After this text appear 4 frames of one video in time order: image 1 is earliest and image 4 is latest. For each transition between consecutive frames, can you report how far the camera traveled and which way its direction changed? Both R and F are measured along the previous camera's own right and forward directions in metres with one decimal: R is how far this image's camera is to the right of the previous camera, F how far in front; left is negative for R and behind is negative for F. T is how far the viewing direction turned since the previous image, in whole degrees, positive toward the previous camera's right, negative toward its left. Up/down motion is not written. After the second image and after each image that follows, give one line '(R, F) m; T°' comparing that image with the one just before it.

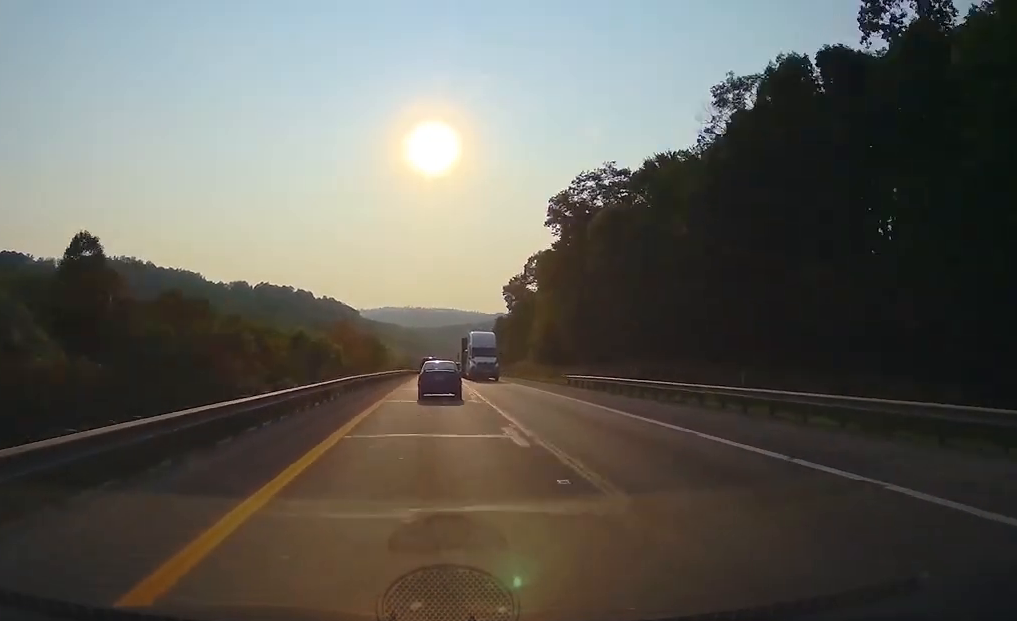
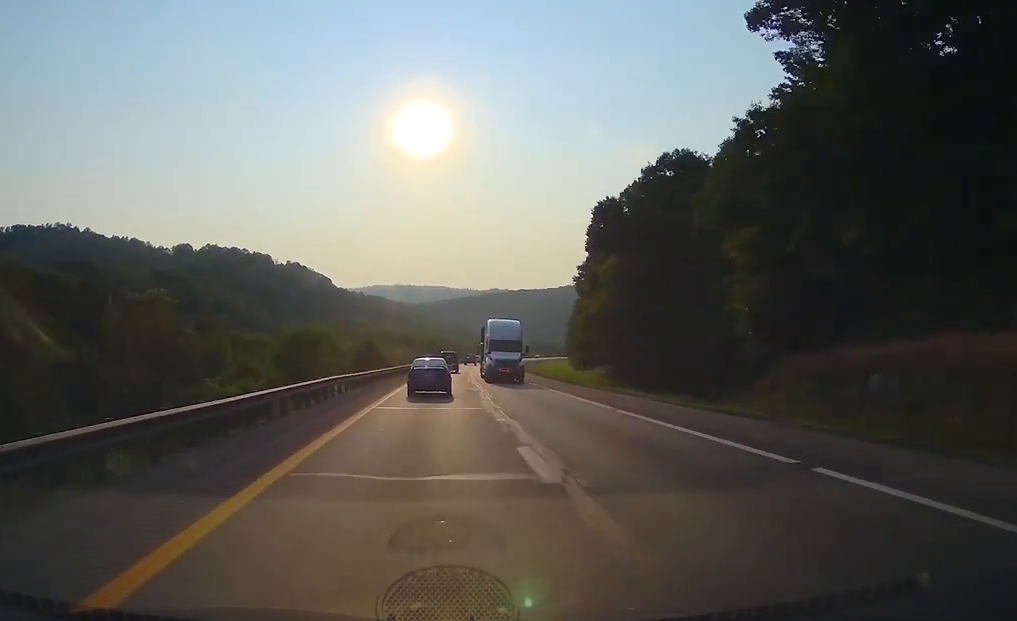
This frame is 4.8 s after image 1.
(+3.3, +163.2) m; +4°
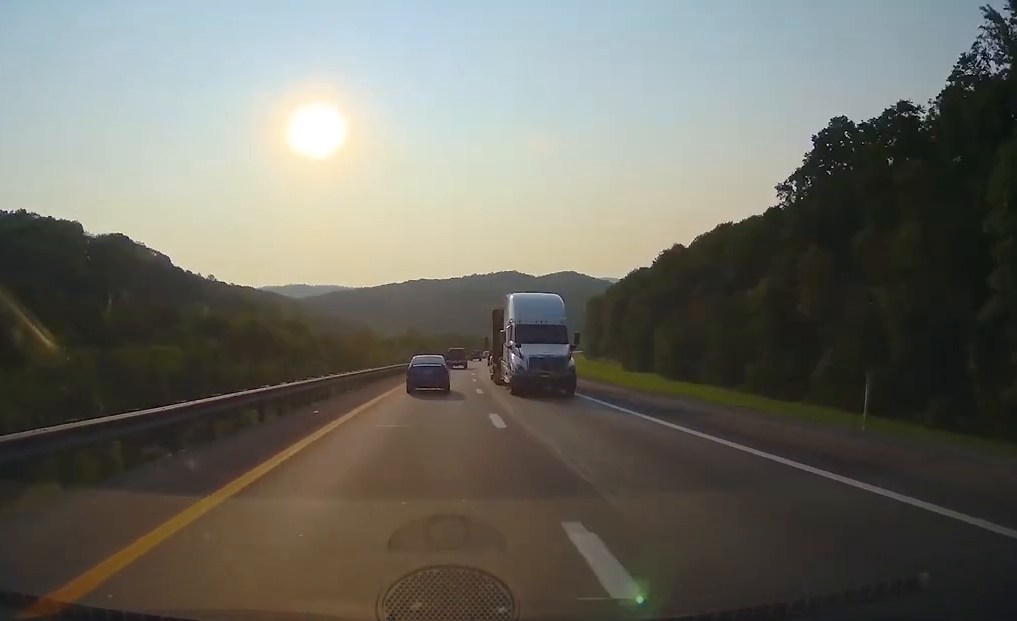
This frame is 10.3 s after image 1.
(+11.2, +188.9) m; +8°
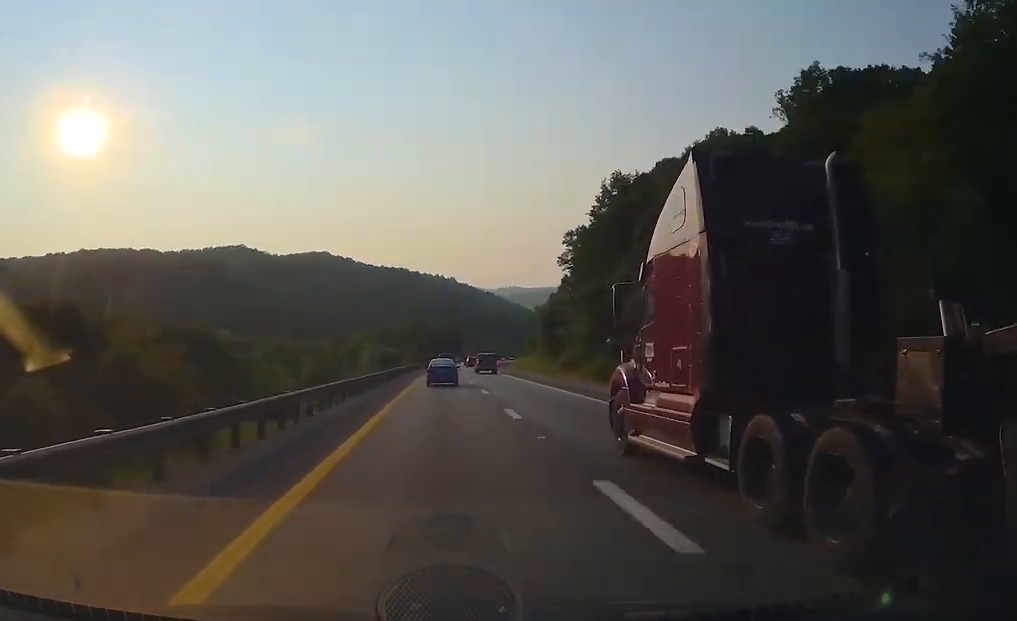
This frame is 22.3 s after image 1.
(+73.4, +420.3) m; +18°
